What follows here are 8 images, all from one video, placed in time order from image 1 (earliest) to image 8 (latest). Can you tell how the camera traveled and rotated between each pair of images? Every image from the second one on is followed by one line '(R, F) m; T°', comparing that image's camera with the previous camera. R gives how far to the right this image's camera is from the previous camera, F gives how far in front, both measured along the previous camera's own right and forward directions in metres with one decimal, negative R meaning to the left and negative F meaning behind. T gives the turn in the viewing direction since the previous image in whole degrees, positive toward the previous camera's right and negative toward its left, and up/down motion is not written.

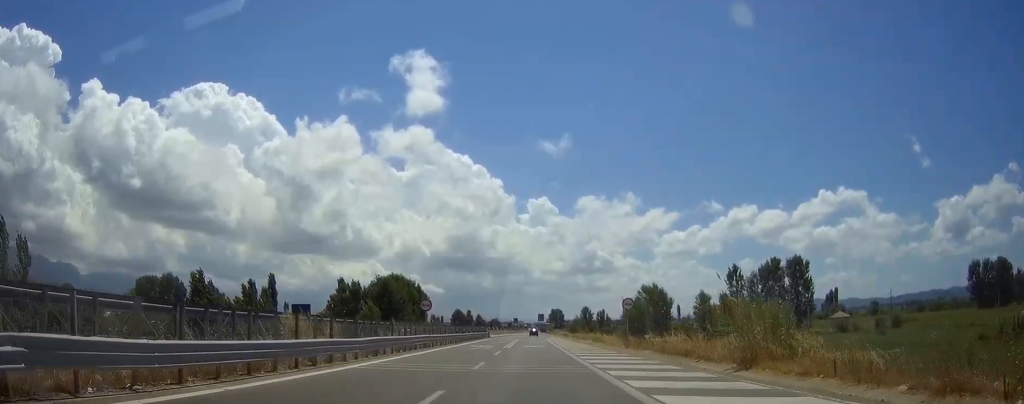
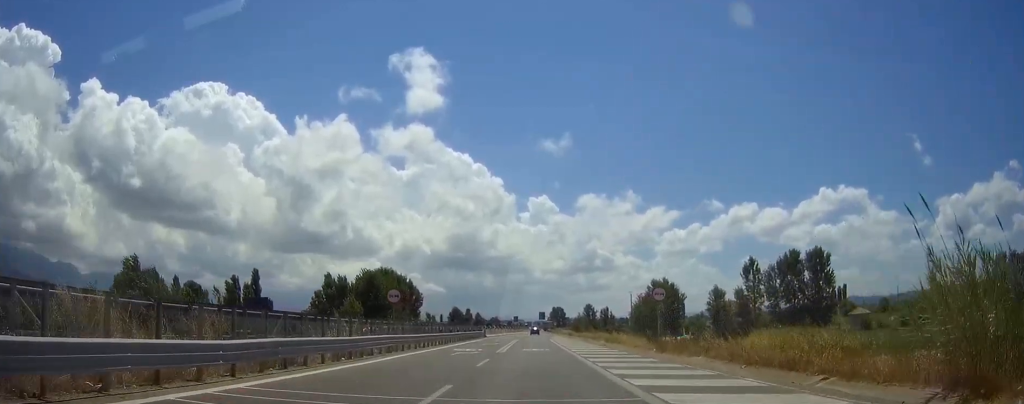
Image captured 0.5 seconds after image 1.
(0.0, +11.8) m; 0°
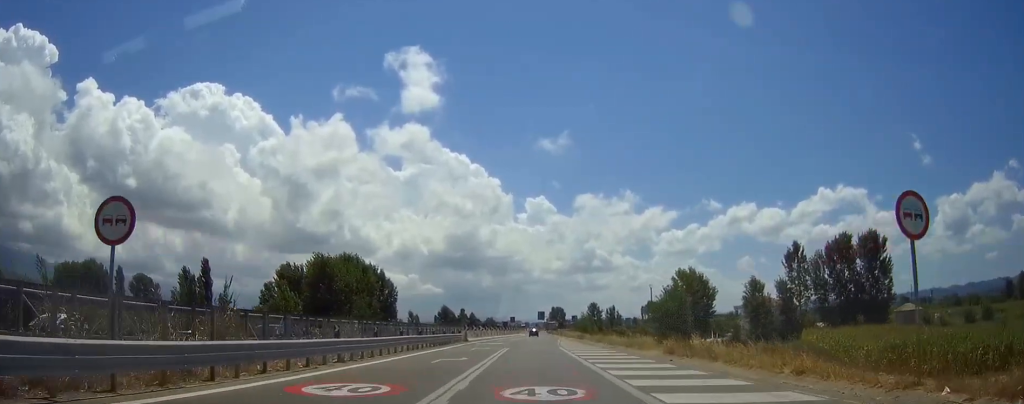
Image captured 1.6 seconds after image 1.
(+0.1, +26.4) m; 0°
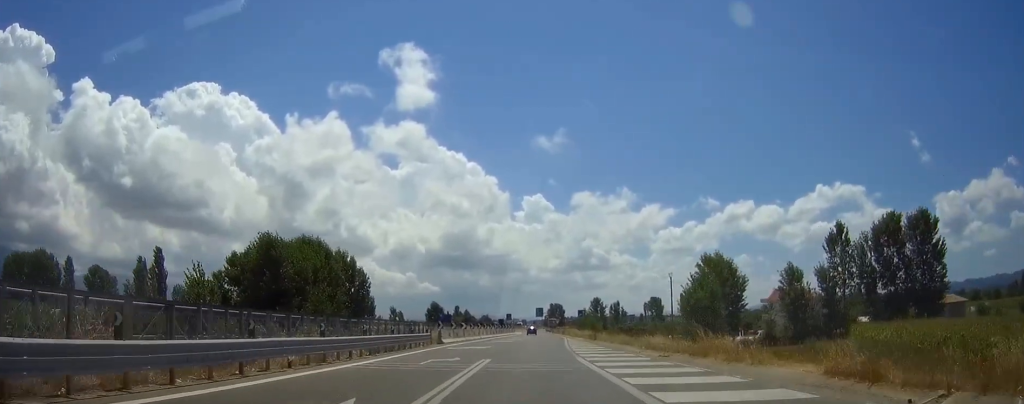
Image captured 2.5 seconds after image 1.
(0.0, +19.0) m; 0°
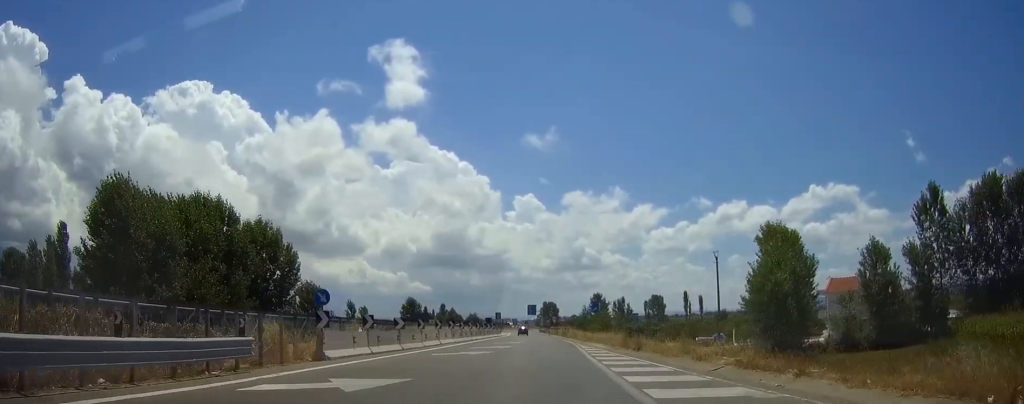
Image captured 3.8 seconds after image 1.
(+0.1, +31.4) m; +1°
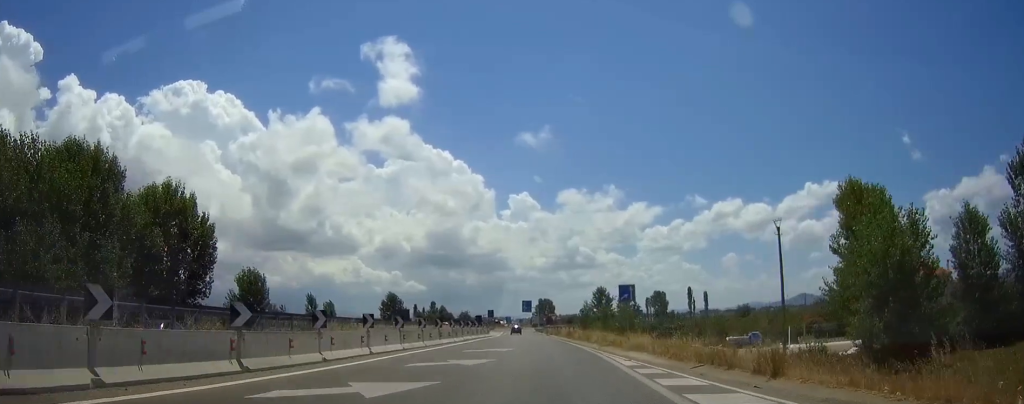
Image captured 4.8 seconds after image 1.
(+0.2, +21.1) m; +1°
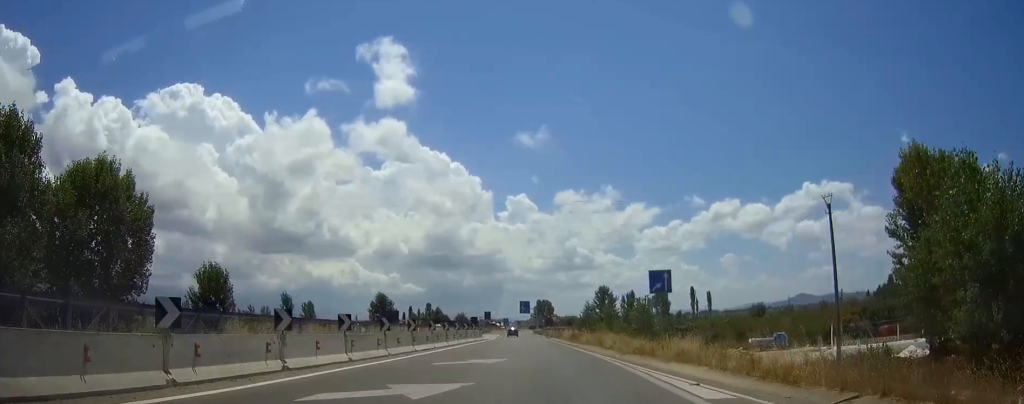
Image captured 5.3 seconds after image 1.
(0.0, +10.4) m; 0°
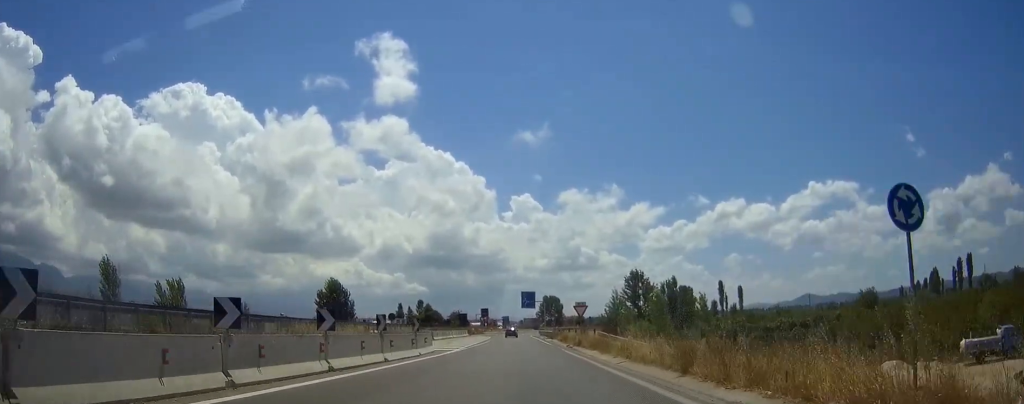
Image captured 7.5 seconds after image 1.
(0.0, +42.9) m; 0°
